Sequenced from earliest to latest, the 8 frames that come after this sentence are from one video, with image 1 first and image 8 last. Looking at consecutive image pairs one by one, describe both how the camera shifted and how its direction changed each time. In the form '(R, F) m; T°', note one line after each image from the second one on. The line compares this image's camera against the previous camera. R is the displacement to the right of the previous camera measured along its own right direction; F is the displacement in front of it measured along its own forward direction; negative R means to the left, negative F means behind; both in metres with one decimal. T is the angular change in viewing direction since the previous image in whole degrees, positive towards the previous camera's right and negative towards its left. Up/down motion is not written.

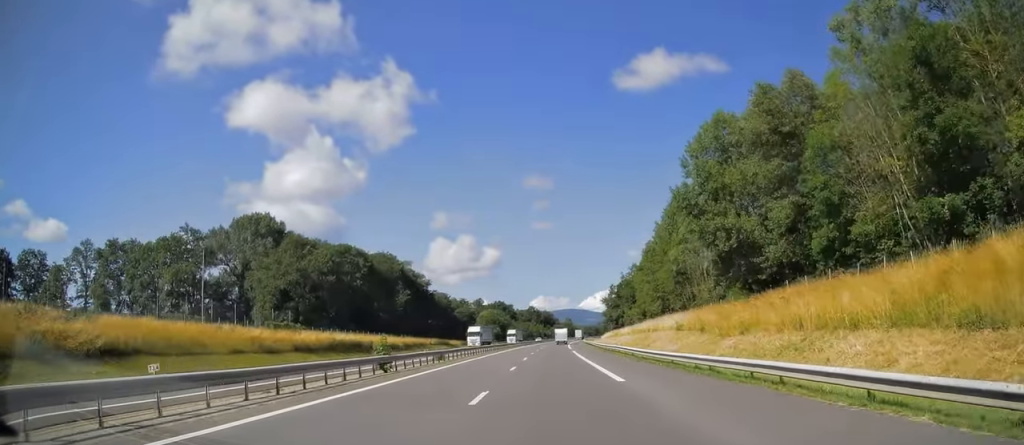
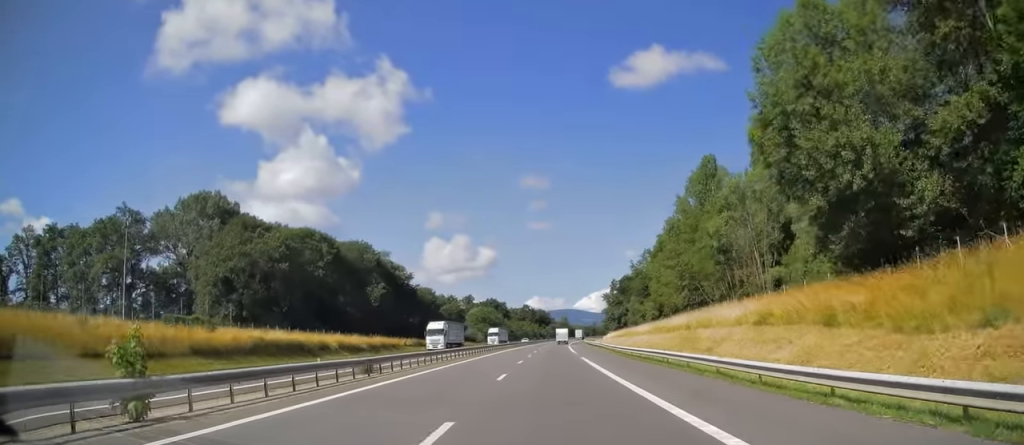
(0.0, +18.7) m; 0°
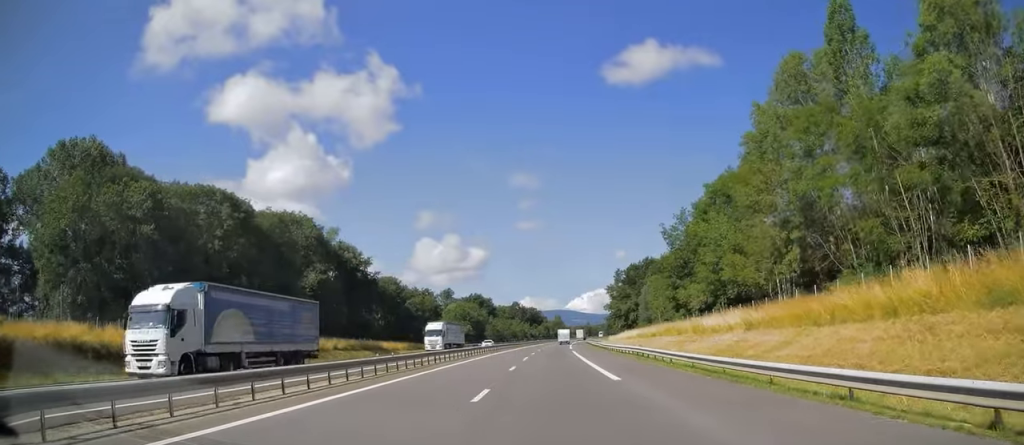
(+0.3, +32.6) m; +1°
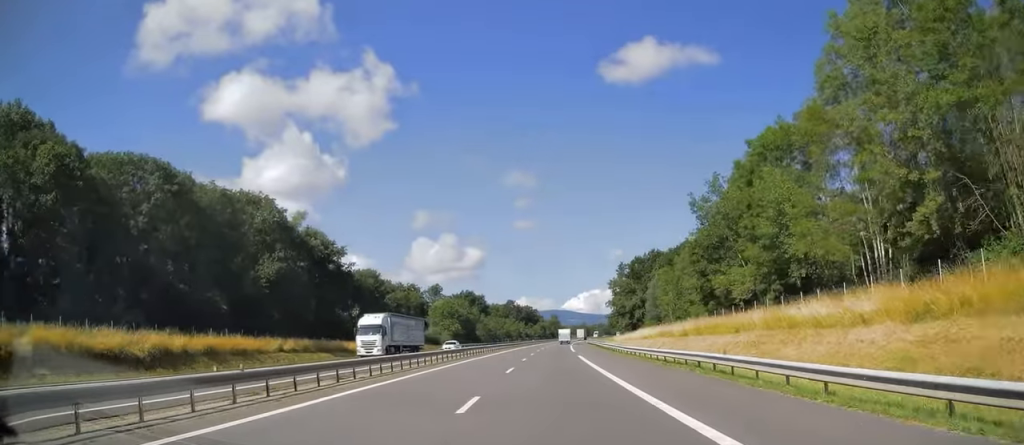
(+0.1, +15.0) m; 0°
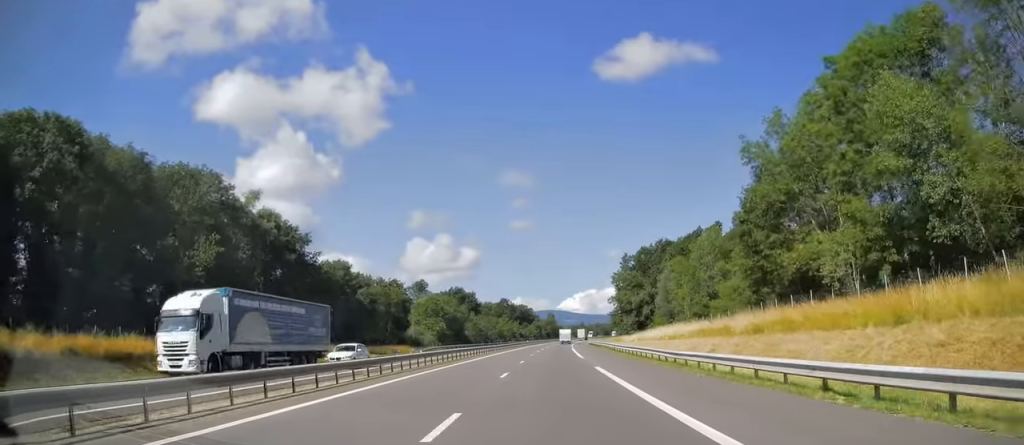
(0.0, +16.1) m; 0°
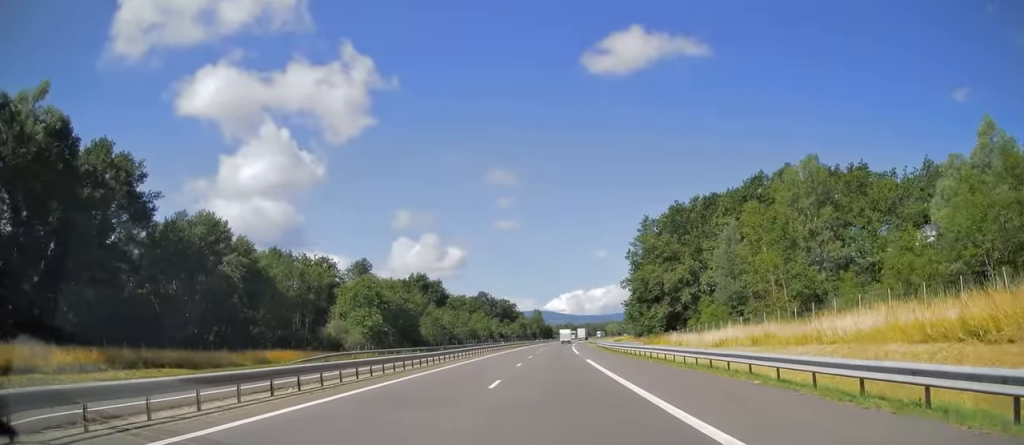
(+0.3, +43.4) m; +1°
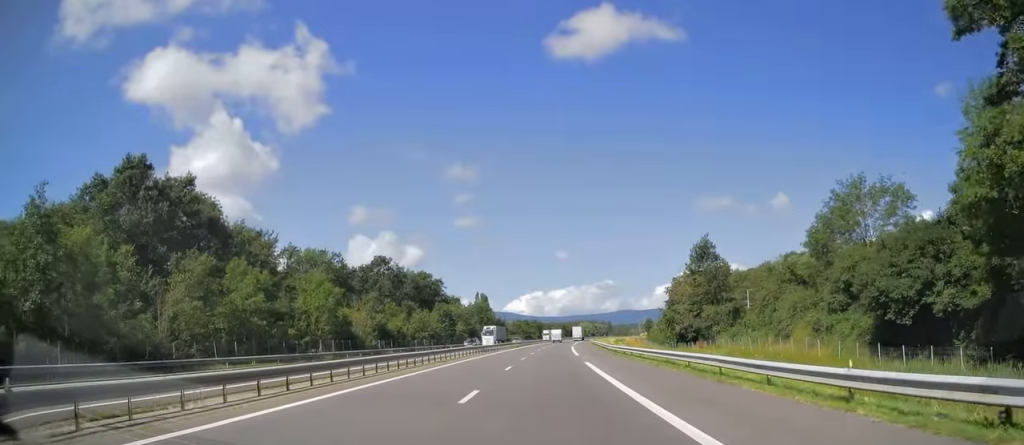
(+3.6, +107.7) m; +4°
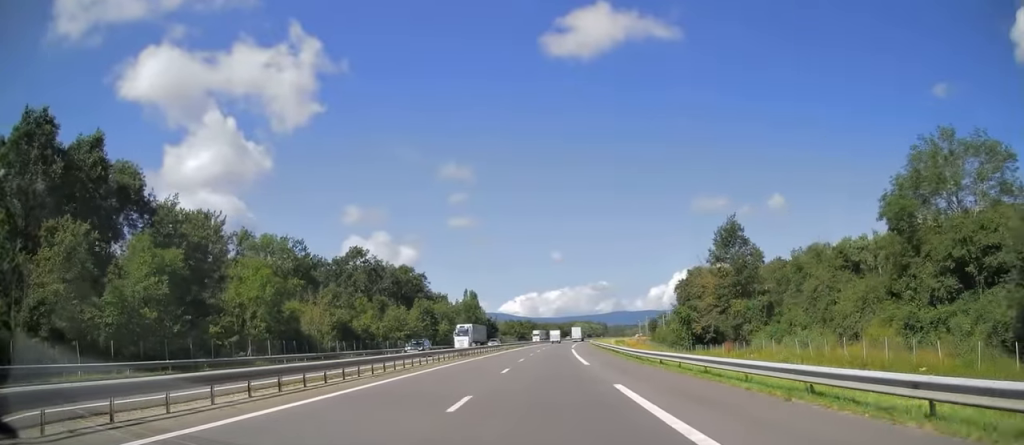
(0.0, +14.5) m; +1°
